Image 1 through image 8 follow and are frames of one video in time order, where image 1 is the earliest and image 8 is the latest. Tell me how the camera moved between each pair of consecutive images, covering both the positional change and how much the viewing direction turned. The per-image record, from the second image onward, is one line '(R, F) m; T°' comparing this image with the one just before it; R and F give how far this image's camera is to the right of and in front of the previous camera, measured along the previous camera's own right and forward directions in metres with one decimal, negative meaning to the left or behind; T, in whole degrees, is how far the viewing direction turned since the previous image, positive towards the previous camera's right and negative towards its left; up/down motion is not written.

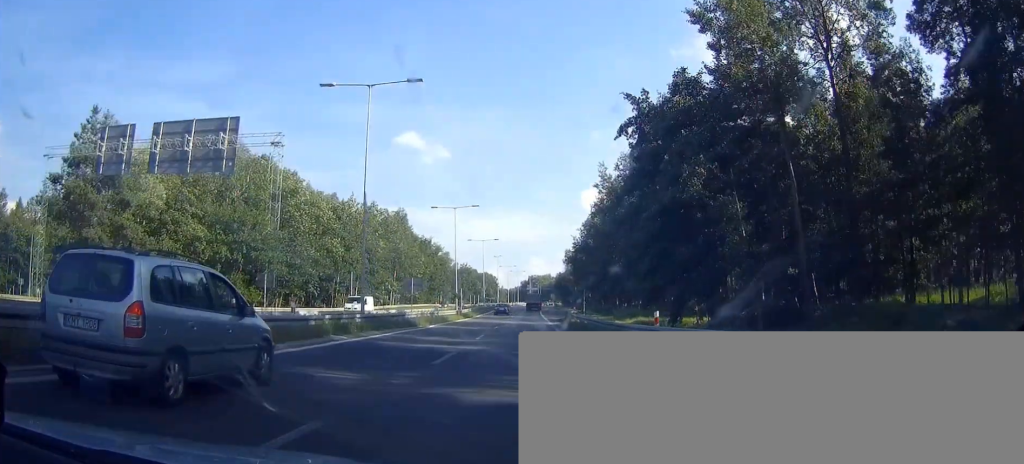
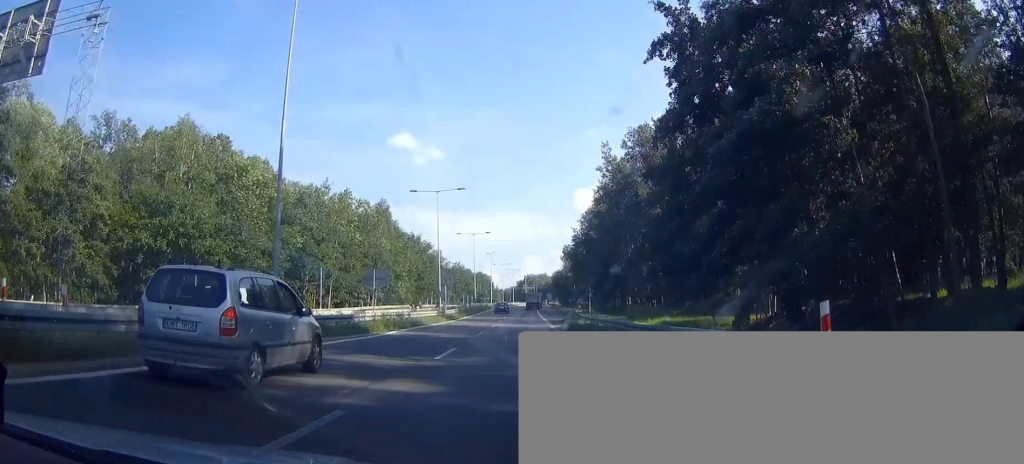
(0.0, +11.4) m; 0°
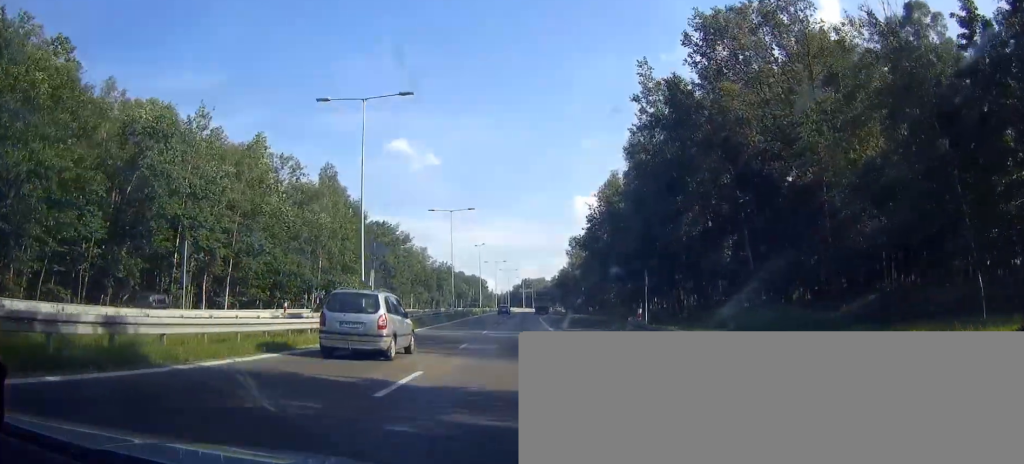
(+0.1, +31.5) m; 0°
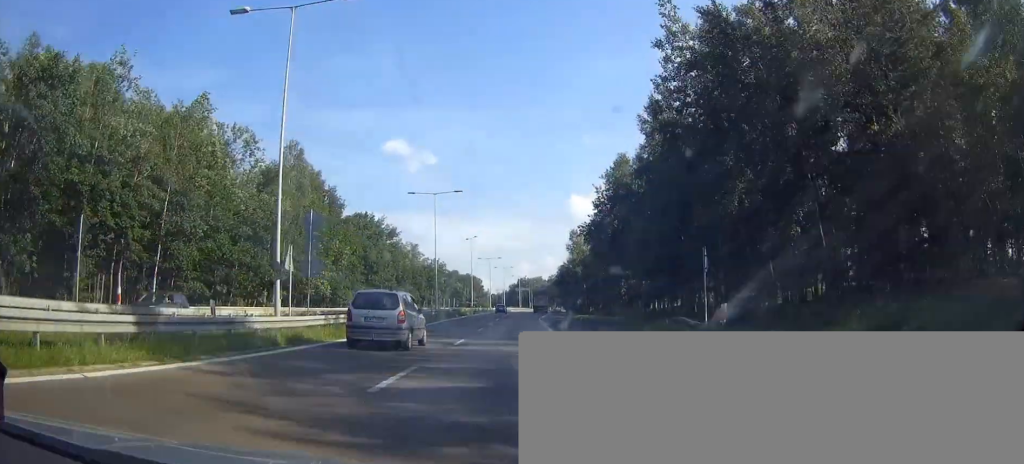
(0.0, +12.1) m; 0°
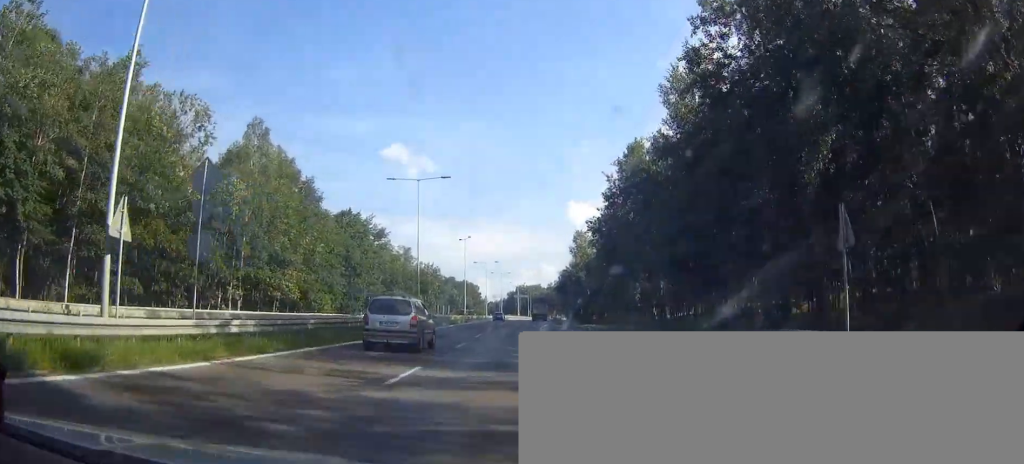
(0.0, +10.6) m; 0°
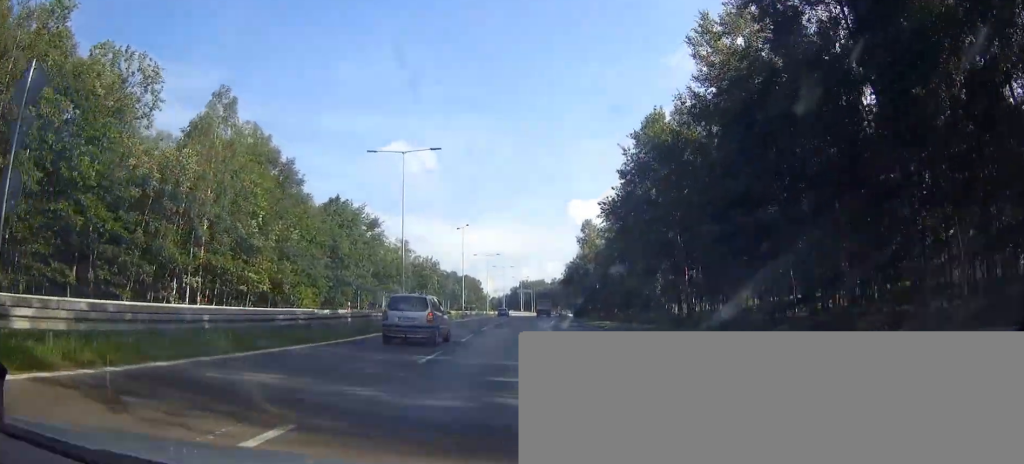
(0.0, +8.8) m; 0°
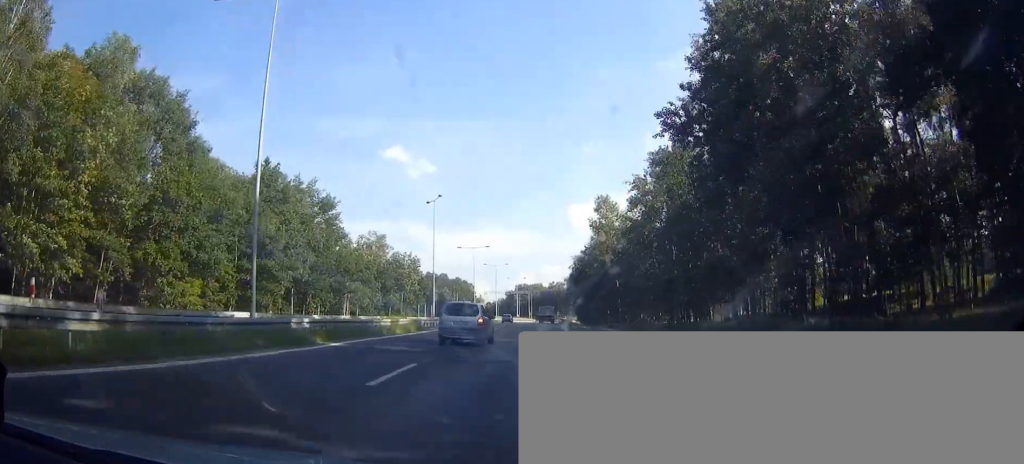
(+0.1, +27.0) m; +1°
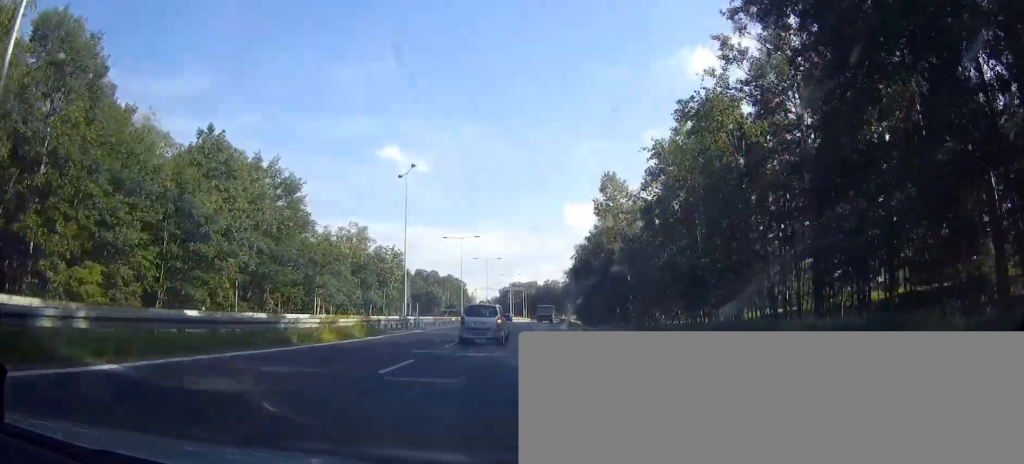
(0.0, +13.0) m; 0°
